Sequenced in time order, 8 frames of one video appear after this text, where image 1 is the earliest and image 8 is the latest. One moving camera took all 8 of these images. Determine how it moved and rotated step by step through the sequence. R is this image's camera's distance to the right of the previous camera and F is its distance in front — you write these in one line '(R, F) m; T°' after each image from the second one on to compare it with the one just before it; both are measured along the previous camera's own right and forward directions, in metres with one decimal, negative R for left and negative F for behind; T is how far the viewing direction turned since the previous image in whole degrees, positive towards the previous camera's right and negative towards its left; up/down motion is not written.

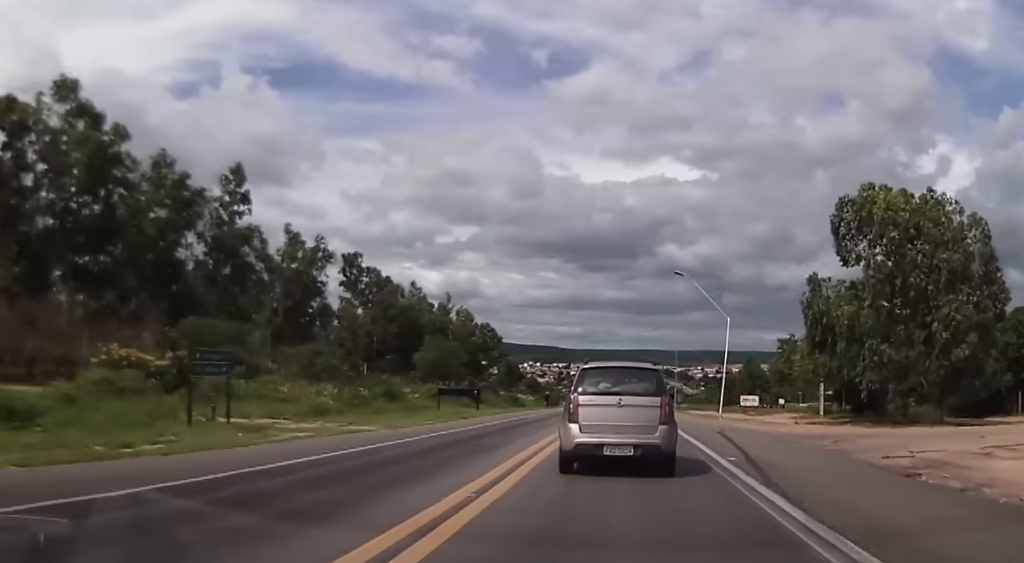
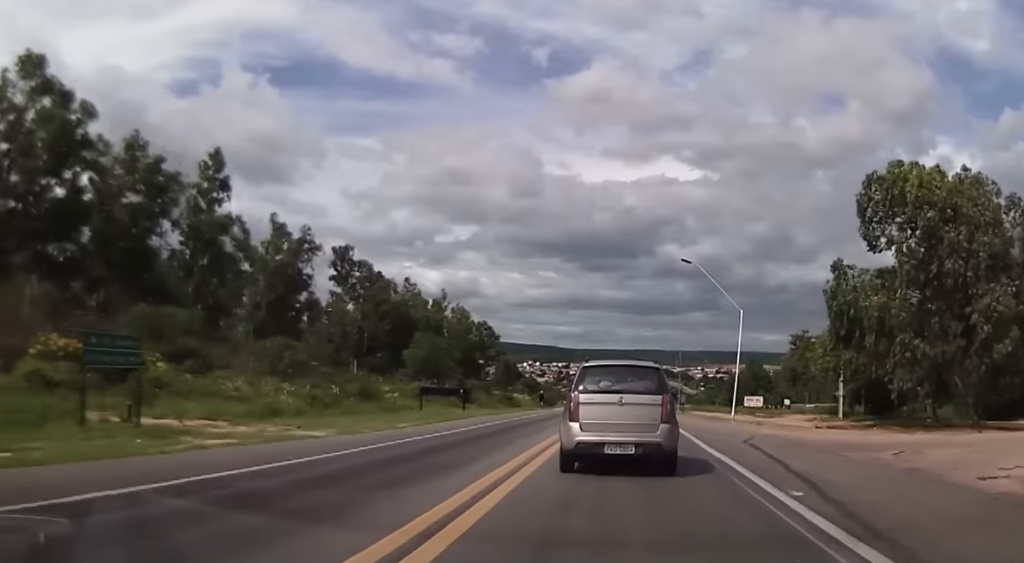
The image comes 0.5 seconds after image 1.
(-0.1, +4.9) m; 0°
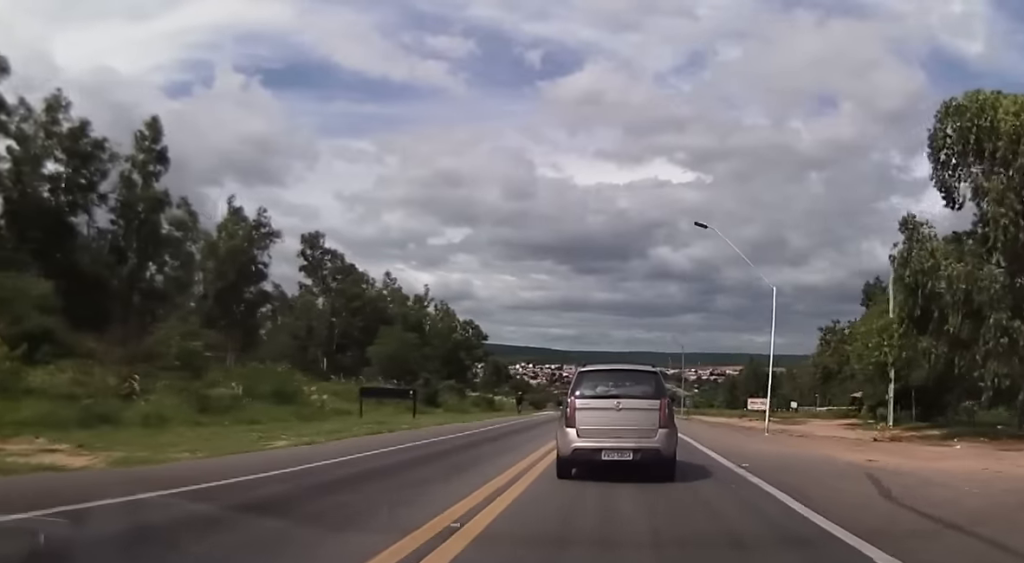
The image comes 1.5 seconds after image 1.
(+0.8, +10.8) m; -1°
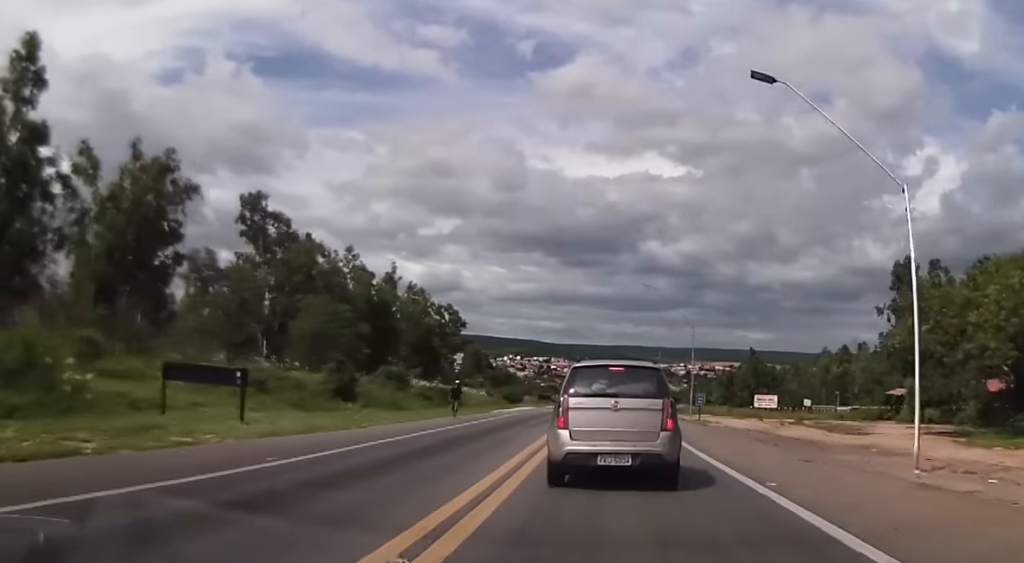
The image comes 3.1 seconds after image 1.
(-0.6, +16.6) m; 0°
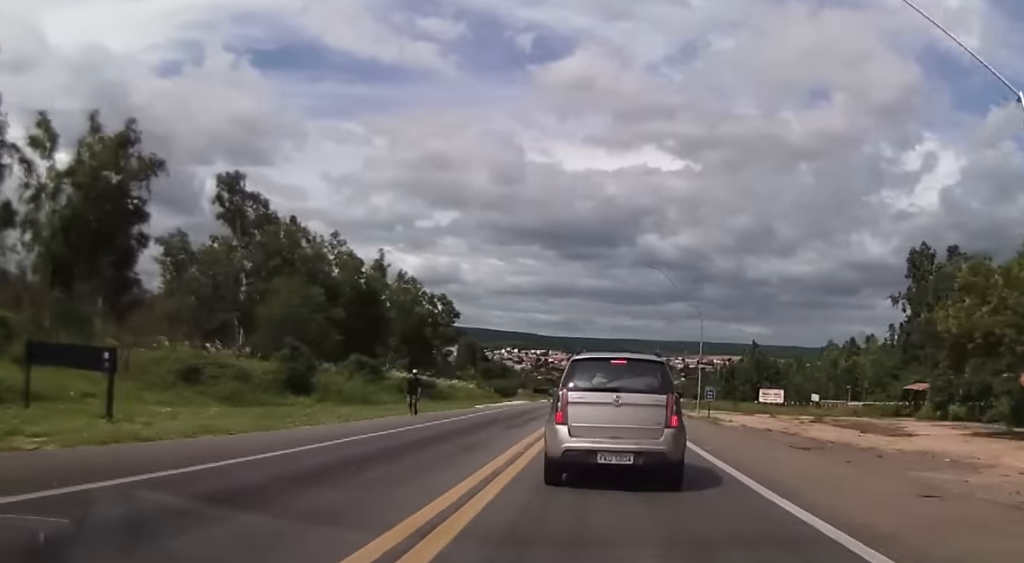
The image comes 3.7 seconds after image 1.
(0.0, +6.2) m; +2°
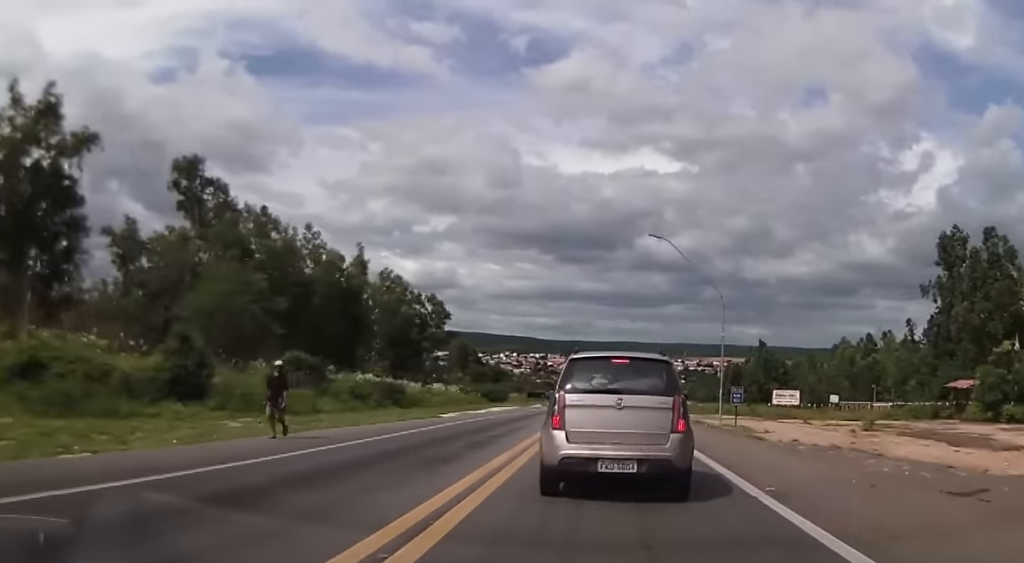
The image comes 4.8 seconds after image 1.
(+0.2, +11.2) m; +2°
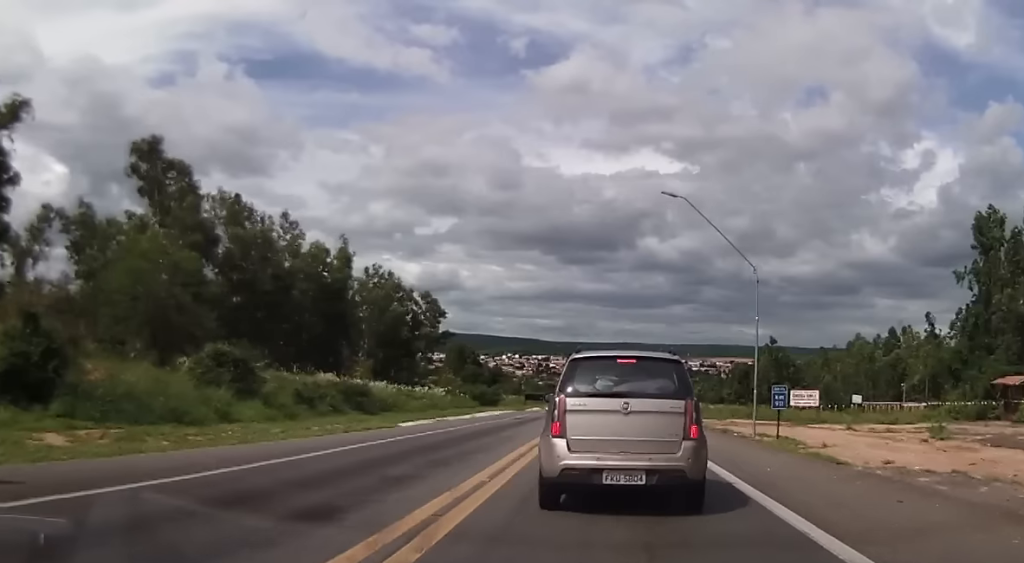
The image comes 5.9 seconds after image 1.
(0.0, +10.3) m; 0°
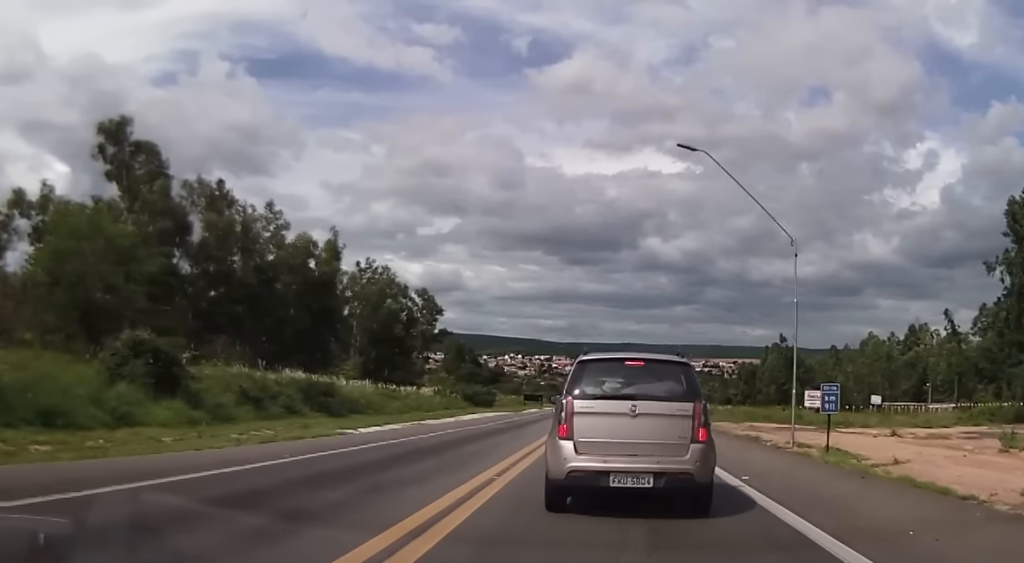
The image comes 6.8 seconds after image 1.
(+0.1, +7.5) m; +1°
